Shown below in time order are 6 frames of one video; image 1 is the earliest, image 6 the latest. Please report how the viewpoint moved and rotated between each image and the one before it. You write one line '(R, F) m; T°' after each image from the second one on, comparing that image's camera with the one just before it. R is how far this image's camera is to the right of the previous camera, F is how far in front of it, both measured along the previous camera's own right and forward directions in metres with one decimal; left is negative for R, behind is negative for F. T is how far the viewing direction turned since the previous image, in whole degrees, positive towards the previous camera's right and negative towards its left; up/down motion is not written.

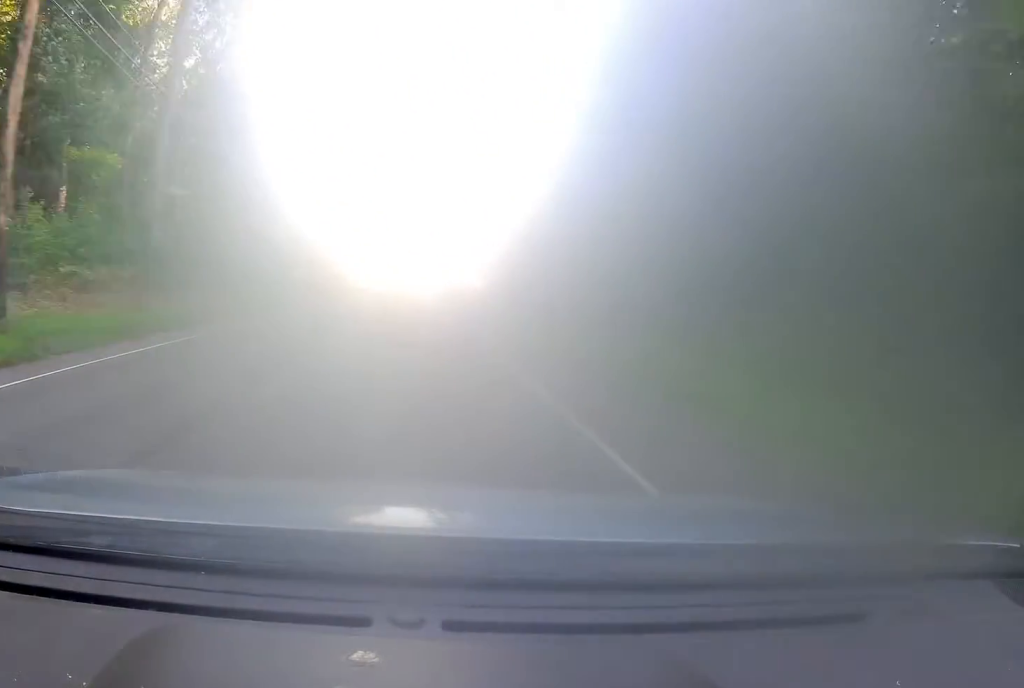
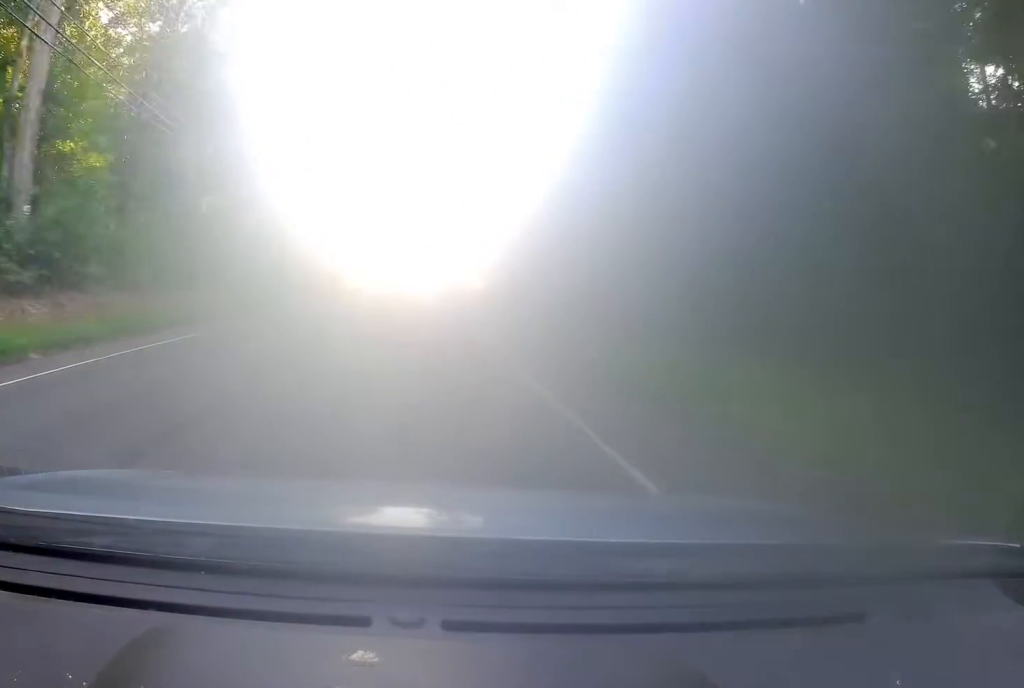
(+0.3, +10.5) m; 0°
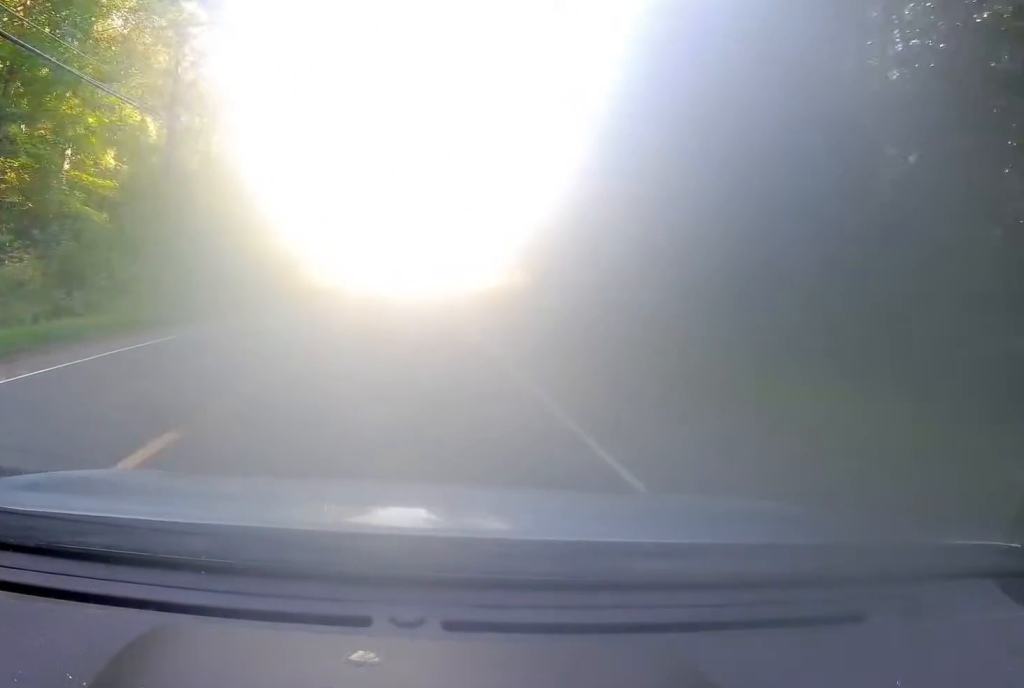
(-0.7, +26.5) m; -2°
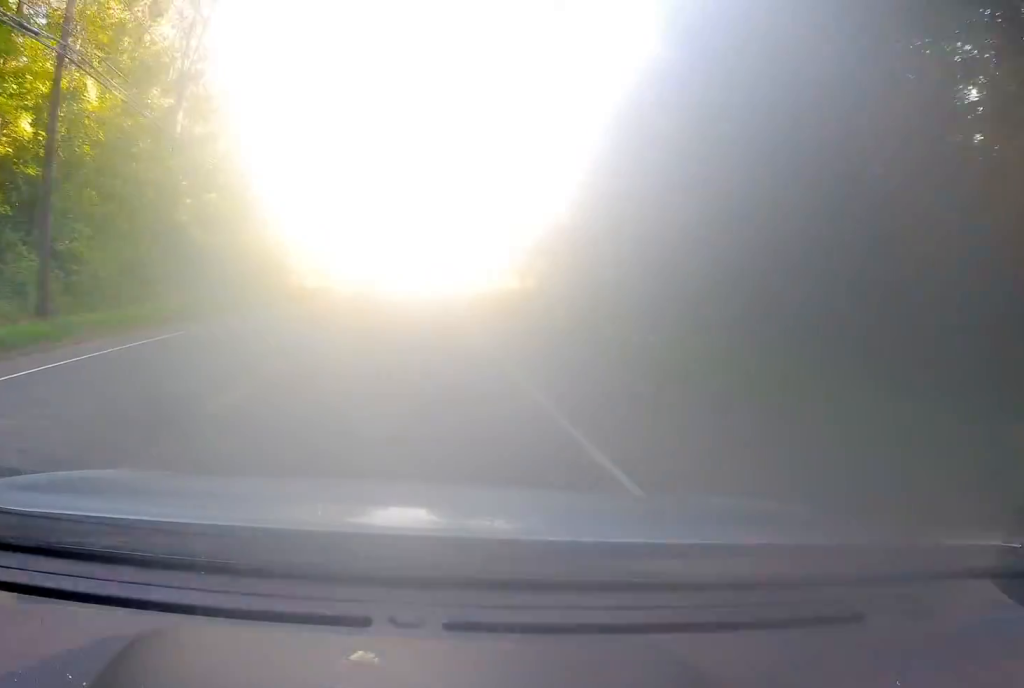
(+0.1, +8.0) m; 0°
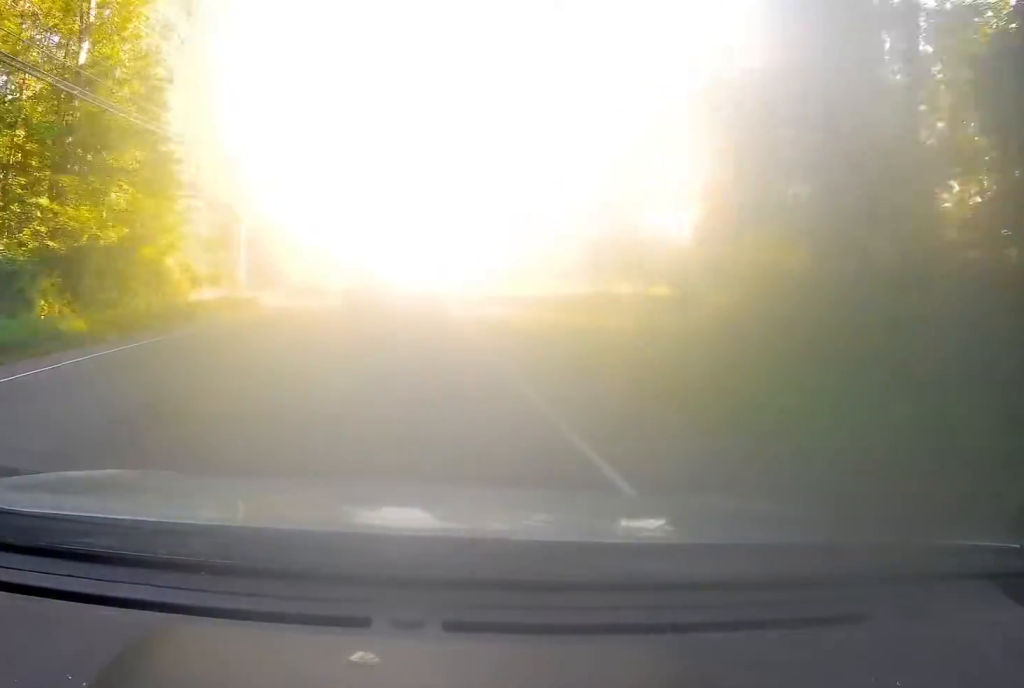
(-0.1, +29.9) m; 0°
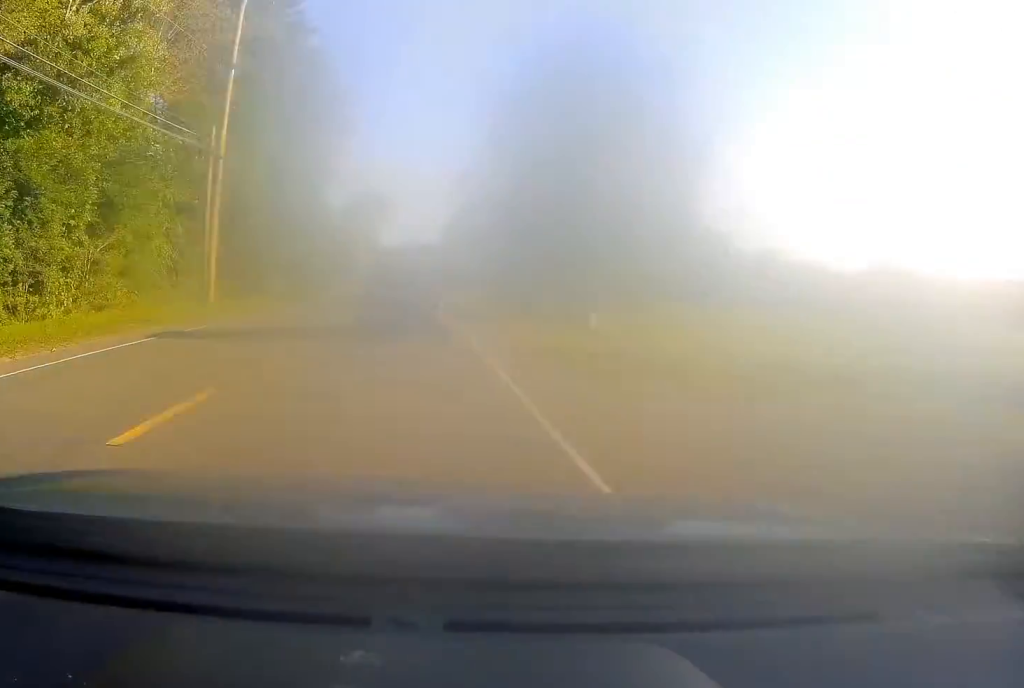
(-0.6, +57.6) m; 0°
